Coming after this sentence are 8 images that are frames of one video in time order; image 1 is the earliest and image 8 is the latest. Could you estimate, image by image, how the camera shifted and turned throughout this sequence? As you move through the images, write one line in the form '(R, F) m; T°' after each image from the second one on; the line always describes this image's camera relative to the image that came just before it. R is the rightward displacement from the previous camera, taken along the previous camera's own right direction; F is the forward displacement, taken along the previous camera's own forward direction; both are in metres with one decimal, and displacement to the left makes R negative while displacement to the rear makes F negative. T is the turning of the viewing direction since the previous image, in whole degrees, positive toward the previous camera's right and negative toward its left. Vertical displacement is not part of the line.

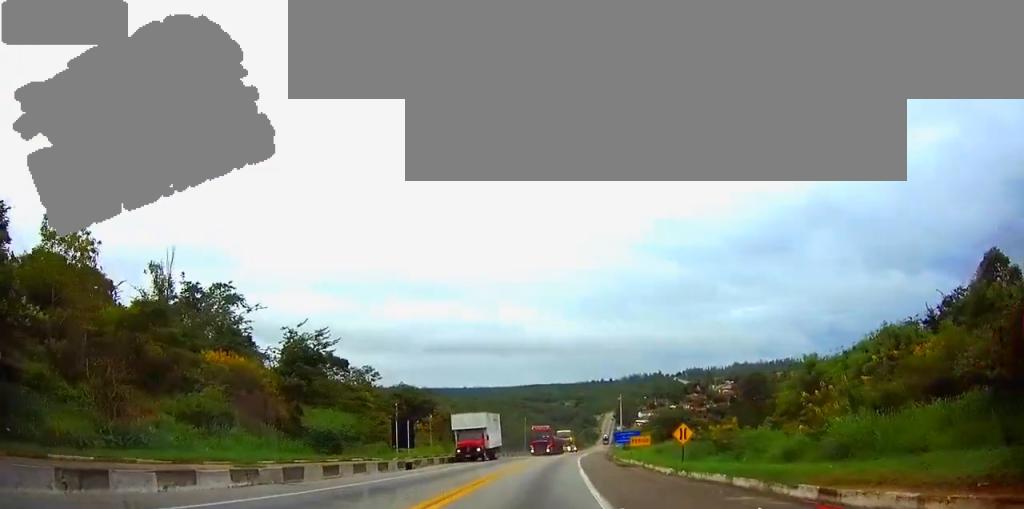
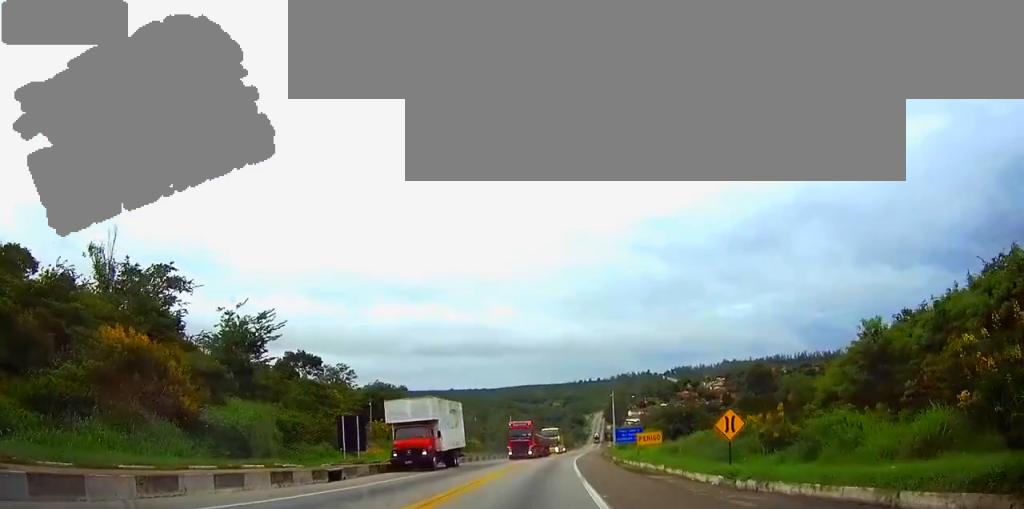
(+0.1, +12.7) m; +1°
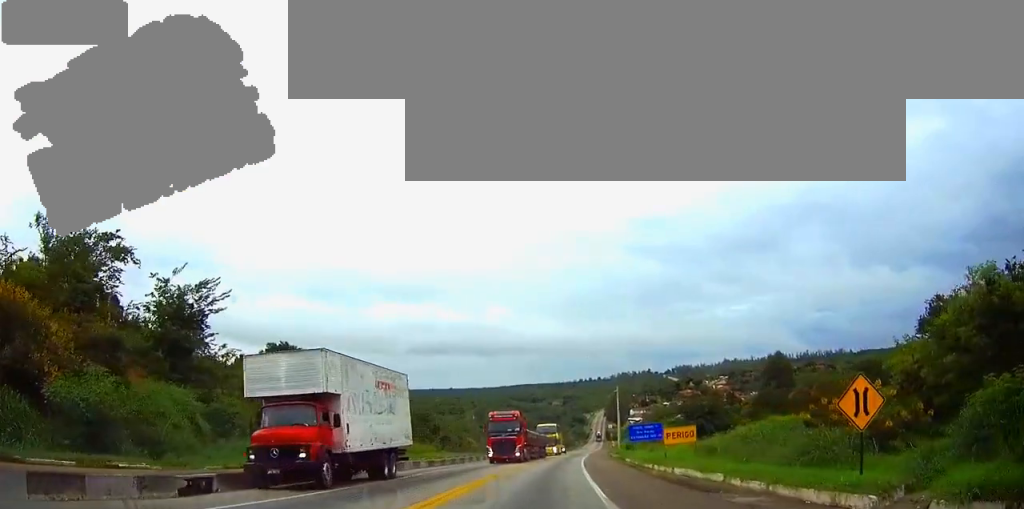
(+0.1, +12.3) m; +1°
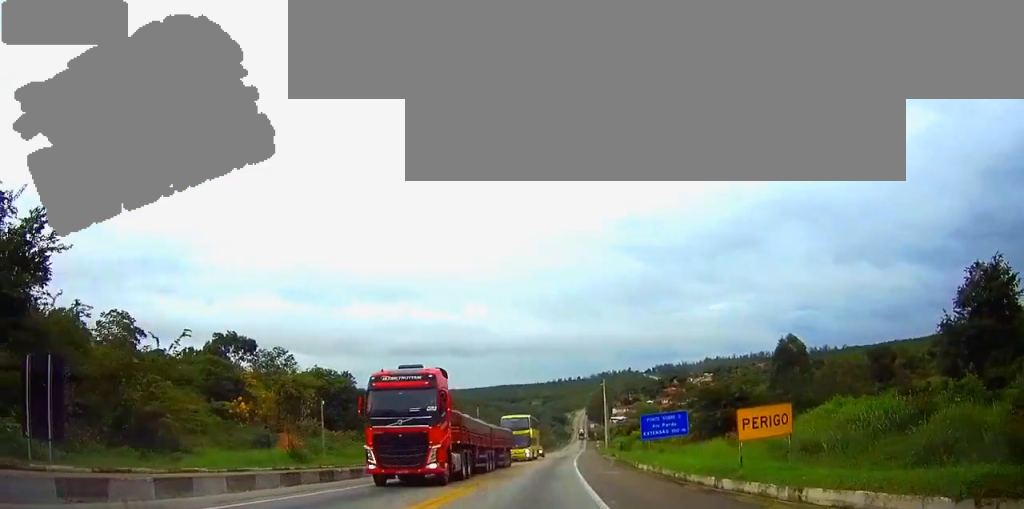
(+0.2, +18.8) m; +2°
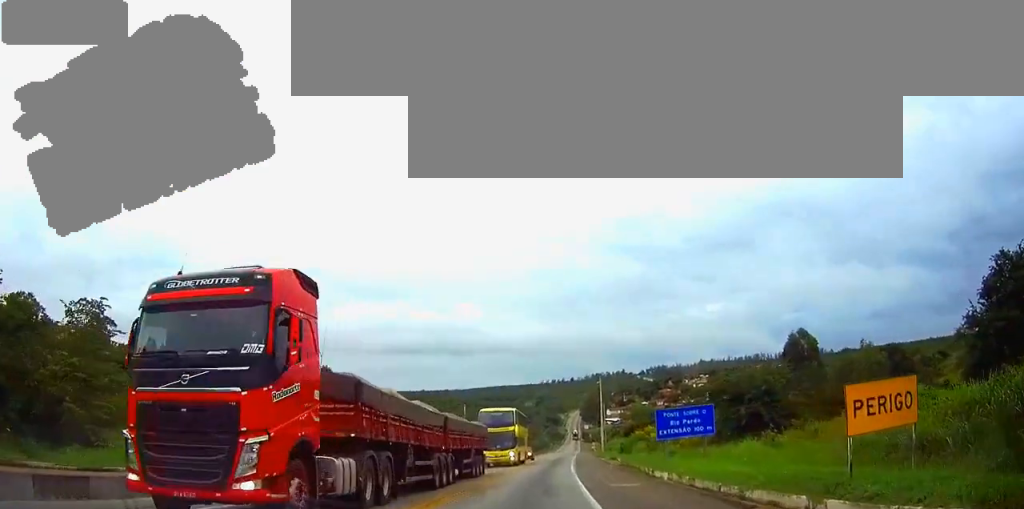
(+0.1, +8.7) m; 0°
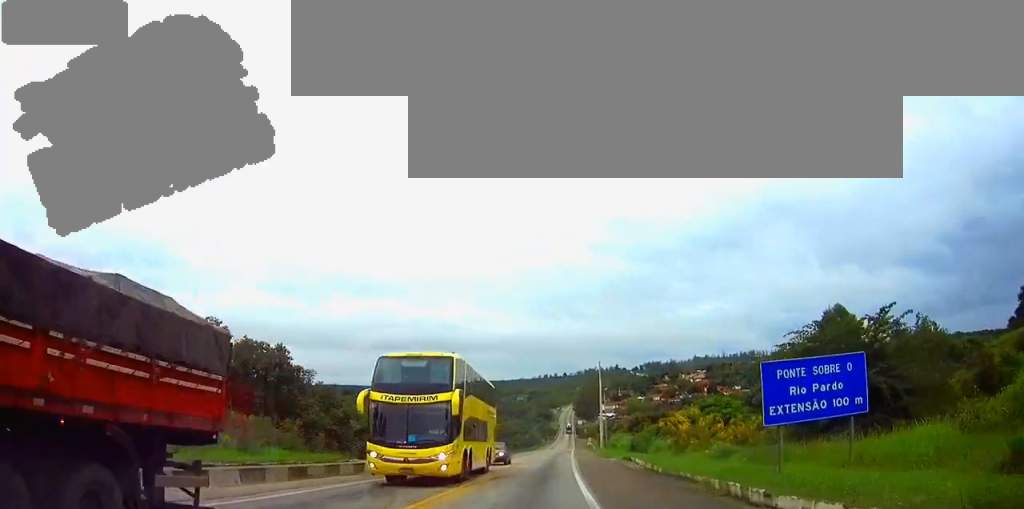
(0.0, +18.2) m; 0°
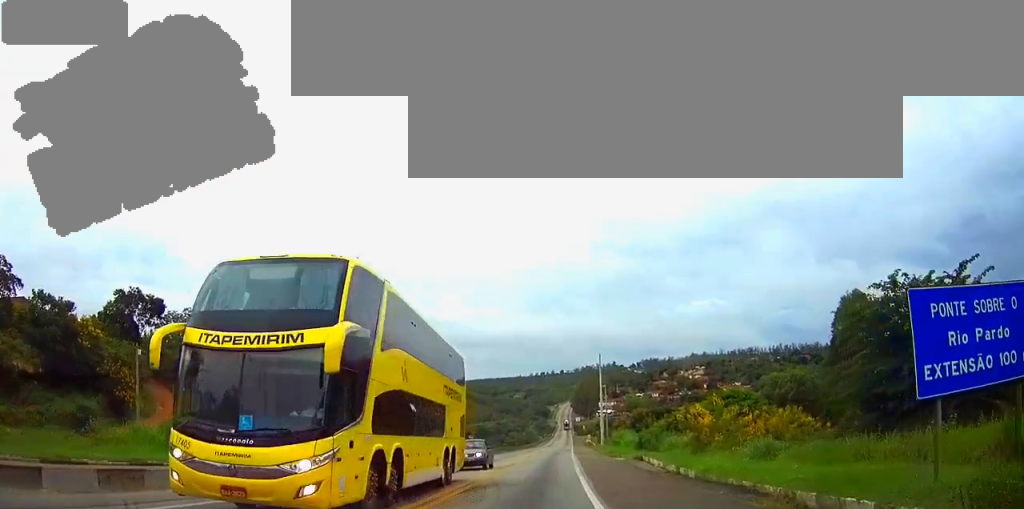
(0.0, +7.4) m; 0°
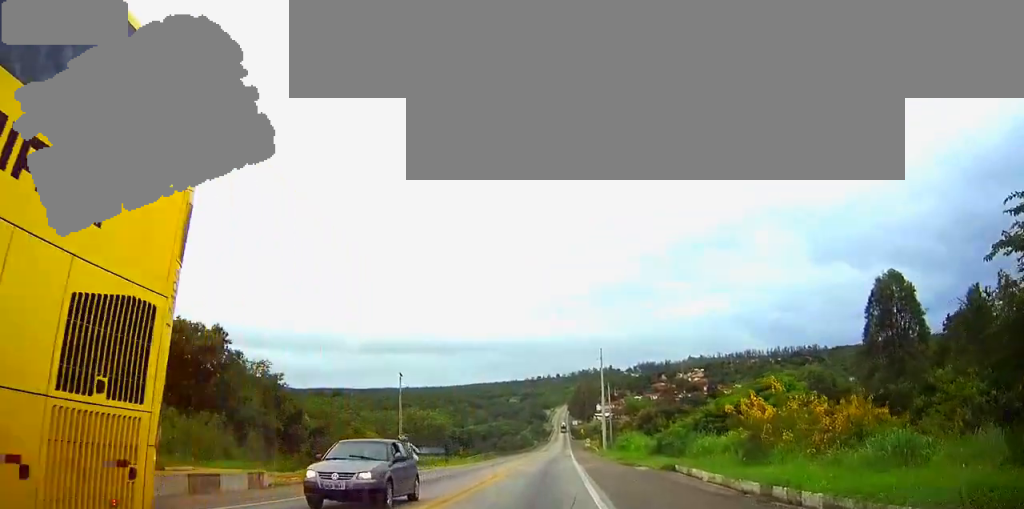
(0.0, +11.9) m; 0°
